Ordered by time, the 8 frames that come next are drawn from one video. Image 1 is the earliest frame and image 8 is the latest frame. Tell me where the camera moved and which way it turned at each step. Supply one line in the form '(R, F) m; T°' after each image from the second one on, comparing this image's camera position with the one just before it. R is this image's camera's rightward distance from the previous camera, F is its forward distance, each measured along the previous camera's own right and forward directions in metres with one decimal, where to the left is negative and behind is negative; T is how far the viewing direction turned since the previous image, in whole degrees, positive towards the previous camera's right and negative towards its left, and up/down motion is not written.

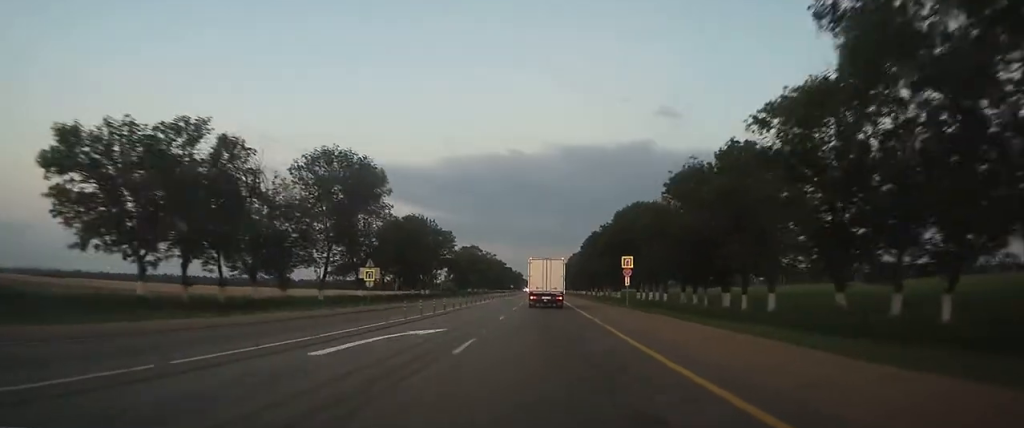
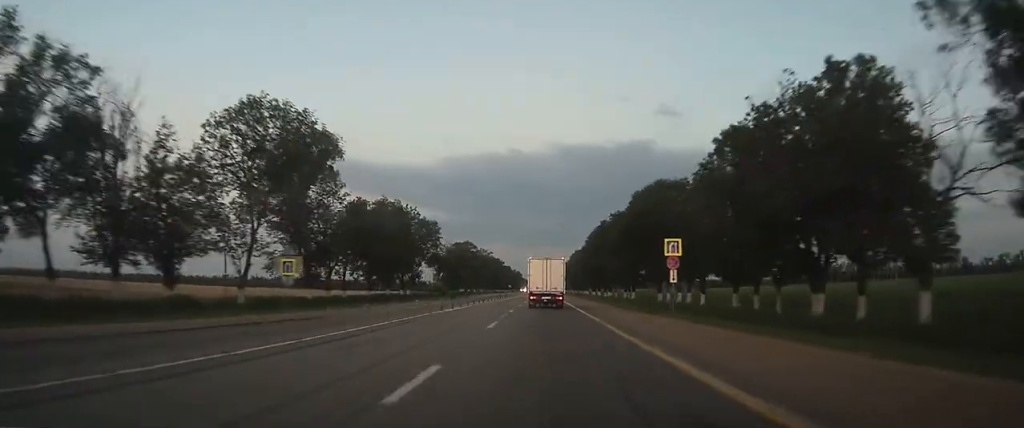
(0.0, +17.0) m; 0°
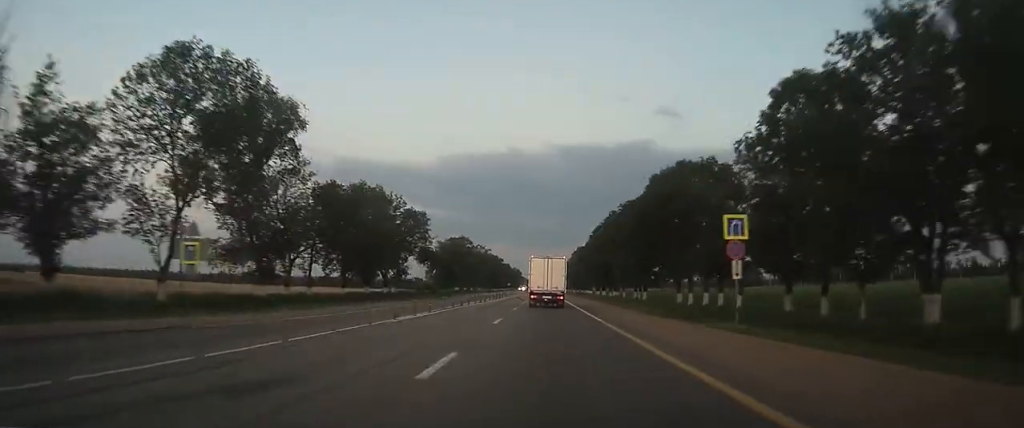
(0.0, +10.5) m; 0°
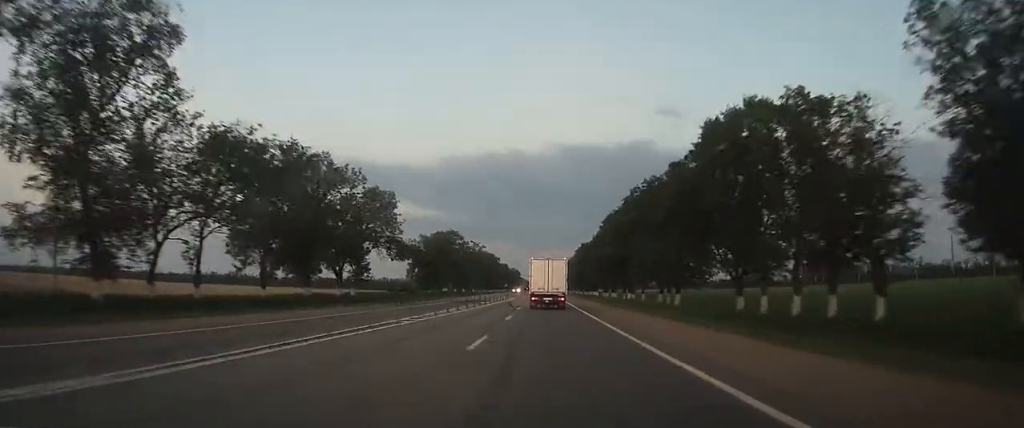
(0.0, +20.1) m; 0°
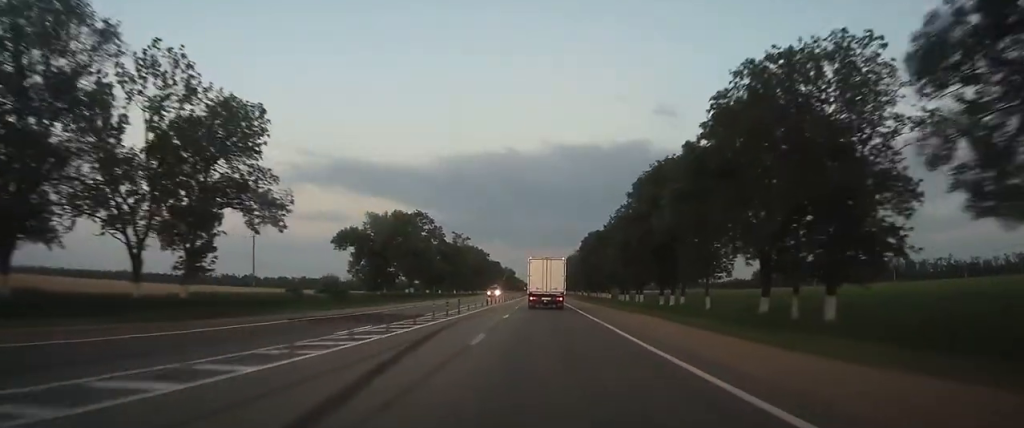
(-0.1, +35.4) m; 0°
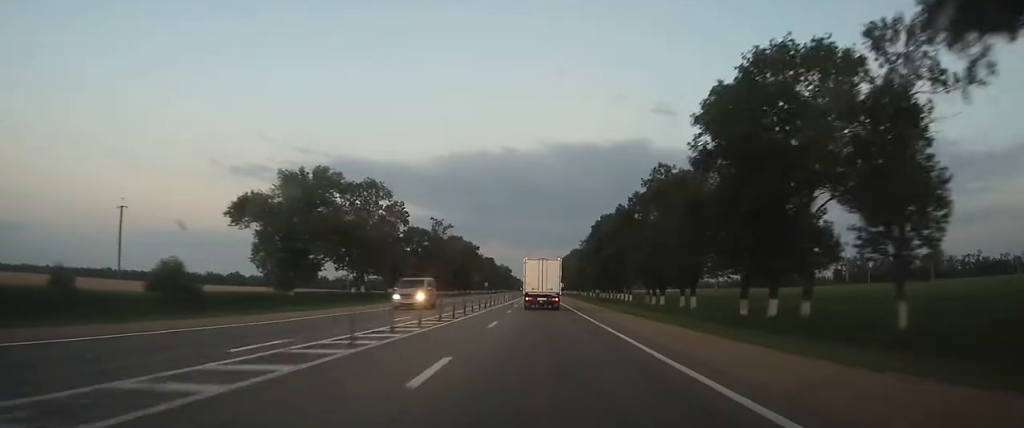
(+0.1, +29.7) m; 0°
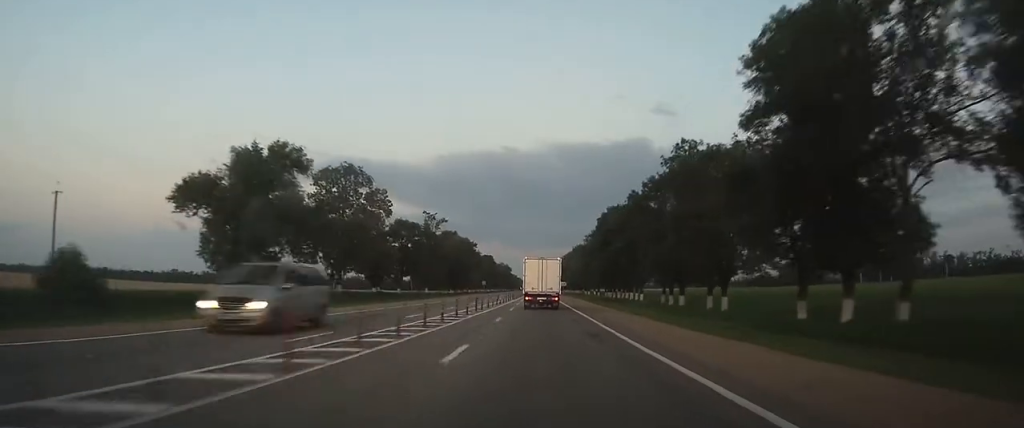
(+0.1, +9.6) m; 0°
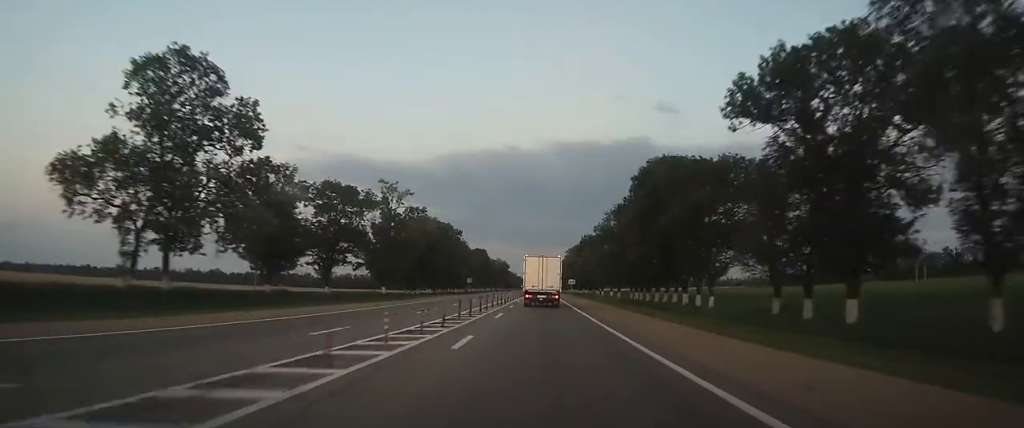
(+0.1, +34.5) m; 0°
